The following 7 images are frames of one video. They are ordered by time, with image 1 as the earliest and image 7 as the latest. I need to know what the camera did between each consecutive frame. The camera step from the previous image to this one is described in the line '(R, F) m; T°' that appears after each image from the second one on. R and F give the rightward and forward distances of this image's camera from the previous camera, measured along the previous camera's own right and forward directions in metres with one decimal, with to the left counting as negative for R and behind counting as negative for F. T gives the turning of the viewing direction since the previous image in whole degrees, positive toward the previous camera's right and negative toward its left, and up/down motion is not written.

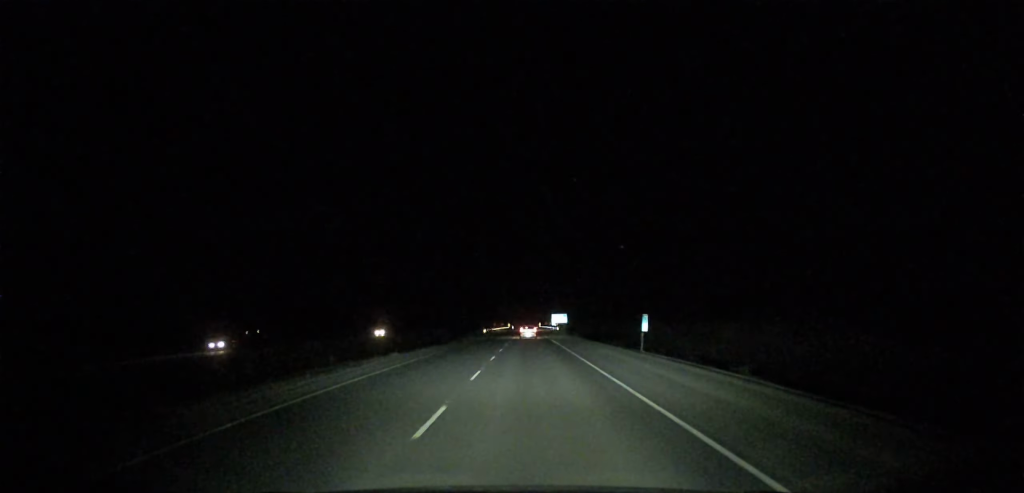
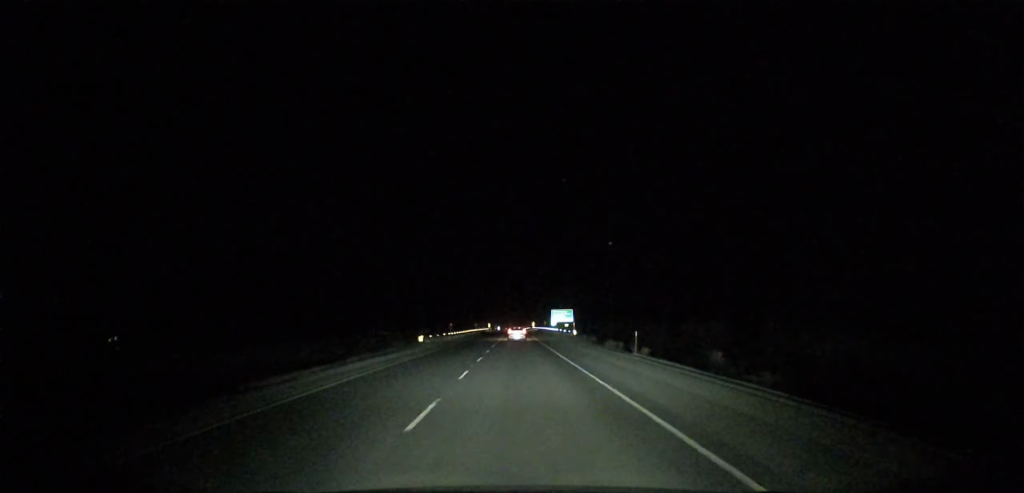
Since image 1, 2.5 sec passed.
(0.0, +80.6) m; 0°
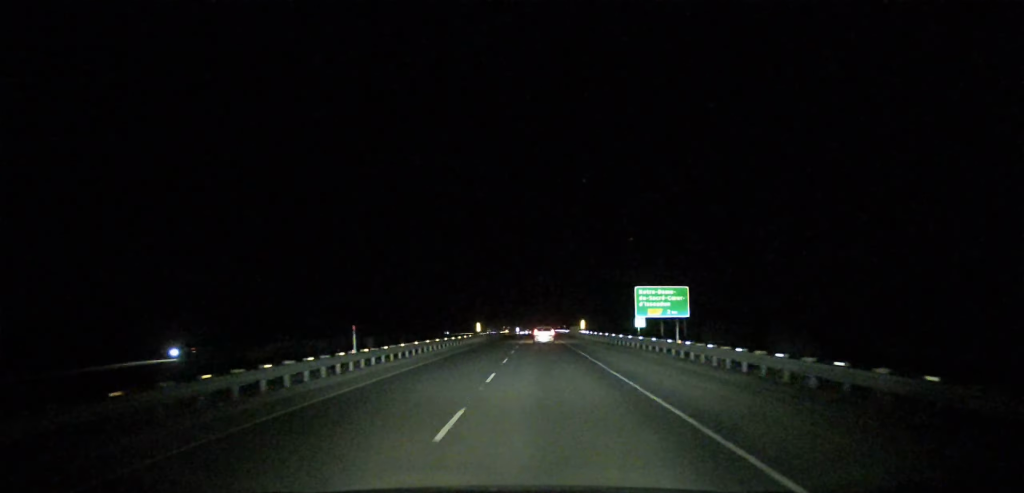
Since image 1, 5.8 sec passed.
(-0.1, +108.2) m; 0°
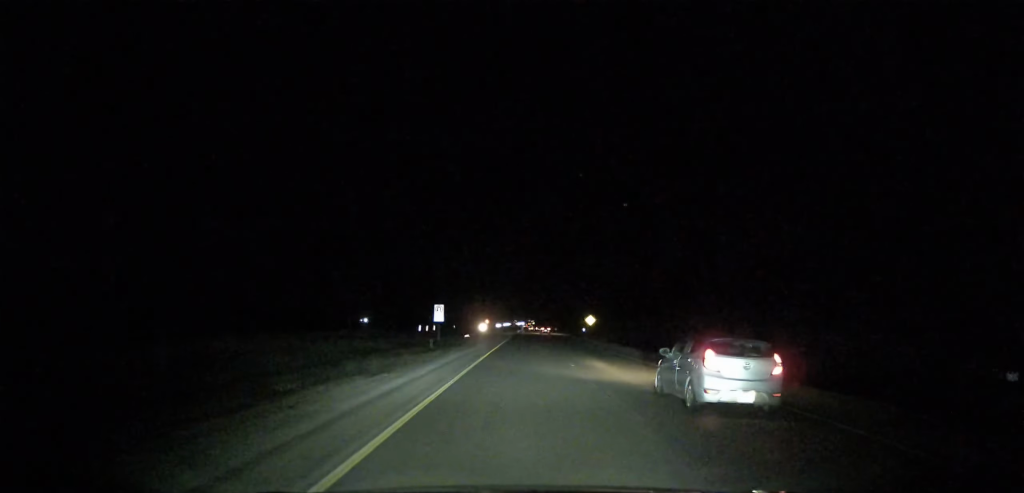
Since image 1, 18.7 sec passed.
(+1.6, +424.7) m; +1°
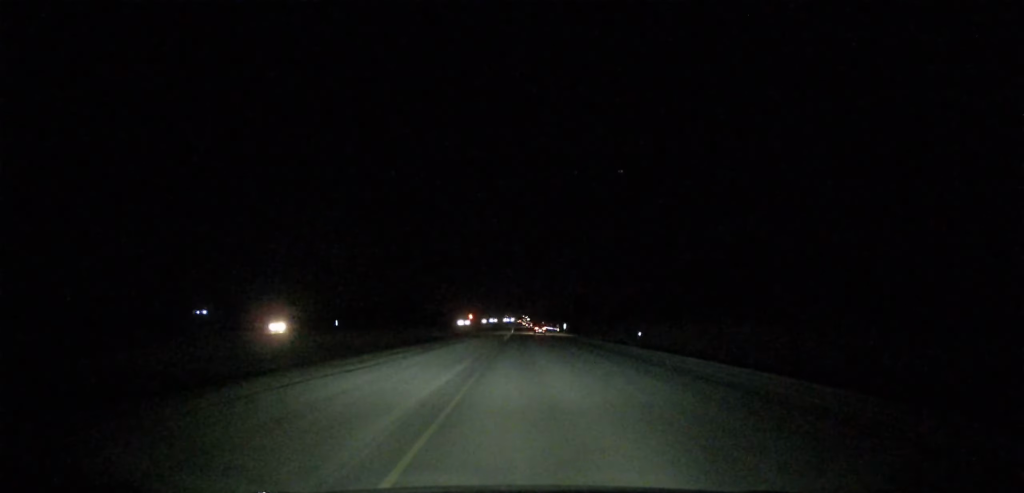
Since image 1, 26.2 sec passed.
(0.0, +256.4) m; 0°
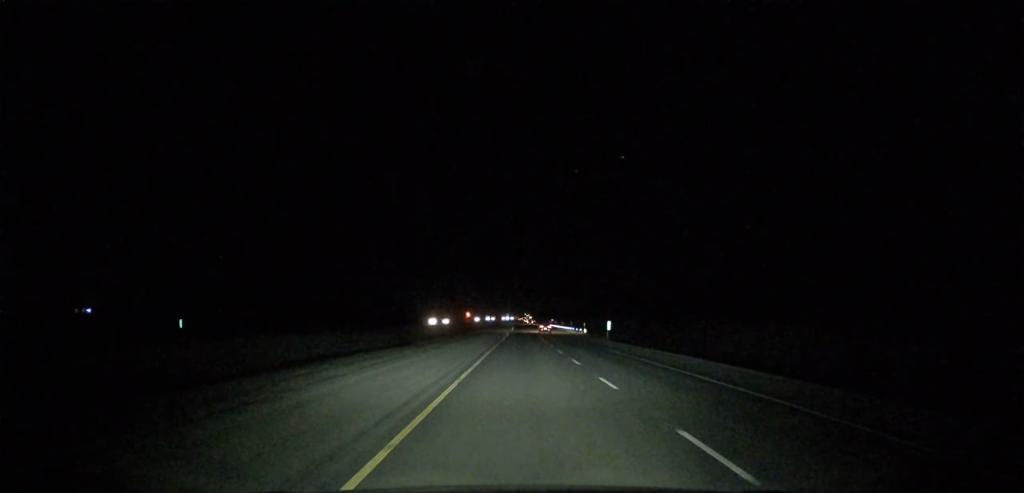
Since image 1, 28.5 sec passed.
(-0.1, +77.3) m; 0°
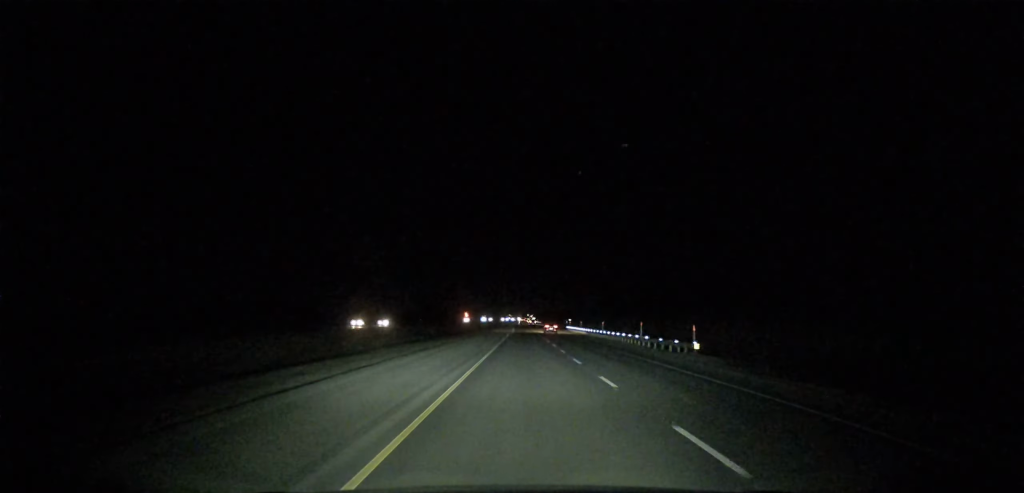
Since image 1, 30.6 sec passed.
(-0.1, +71.7) m; 0°
